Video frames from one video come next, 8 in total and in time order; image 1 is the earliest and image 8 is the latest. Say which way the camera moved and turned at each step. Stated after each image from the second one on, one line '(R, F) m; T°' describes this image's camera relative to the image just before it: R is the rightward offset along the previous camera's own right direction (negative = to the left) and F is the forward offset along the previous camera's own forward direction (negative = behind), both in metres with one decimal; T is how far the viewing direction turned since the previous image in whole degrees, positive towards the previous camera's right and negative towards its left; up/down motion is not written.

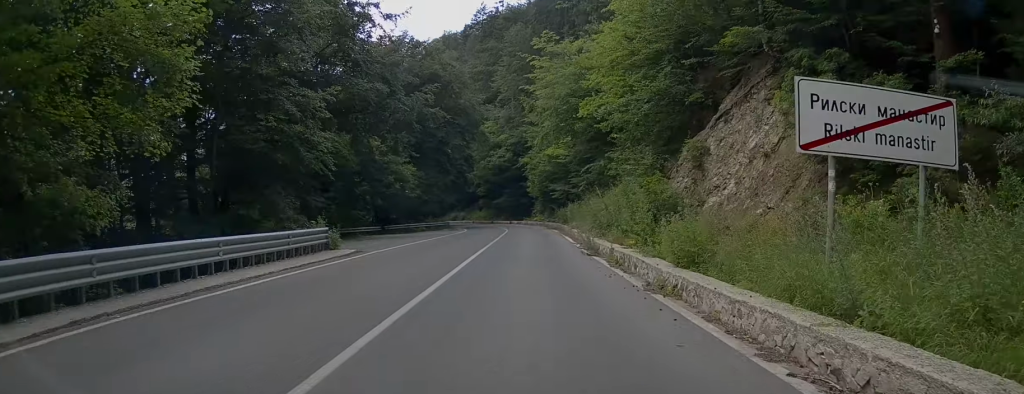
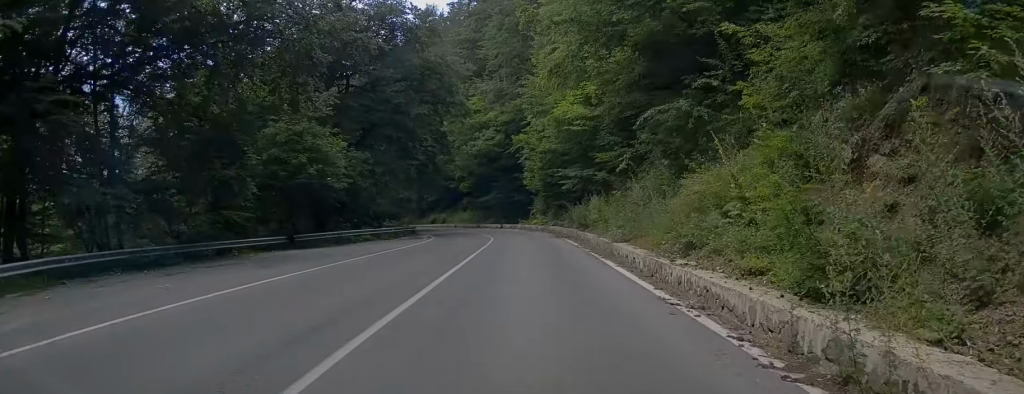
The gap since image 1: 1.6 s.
(-0.1, +21.0) m; -2°
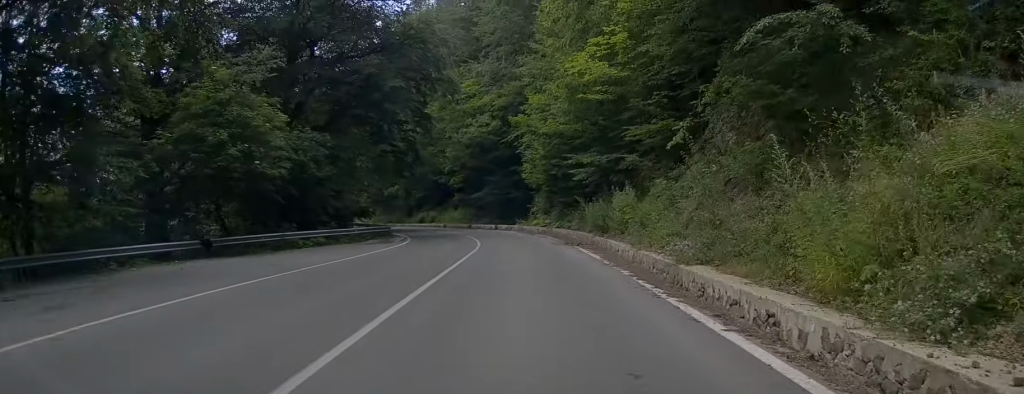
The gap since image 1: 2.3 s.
(-0.1, +9.0) m; -2°
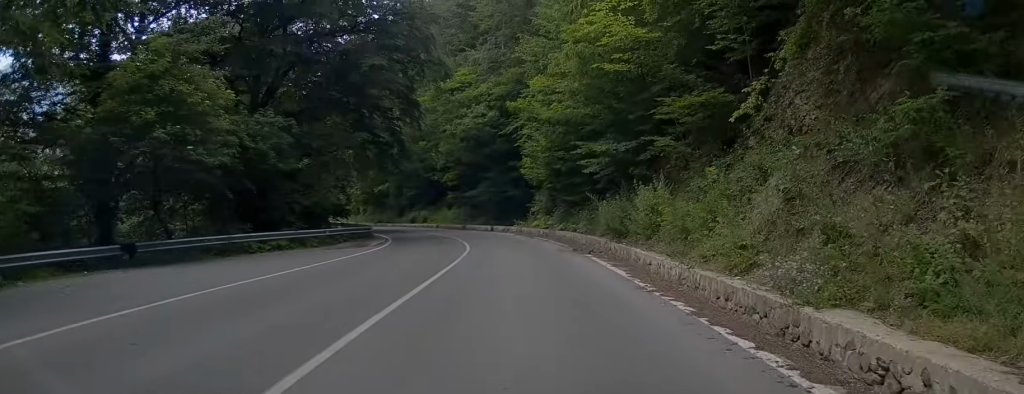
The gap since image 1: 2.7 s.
(-0.2, +5.1) m; -1°
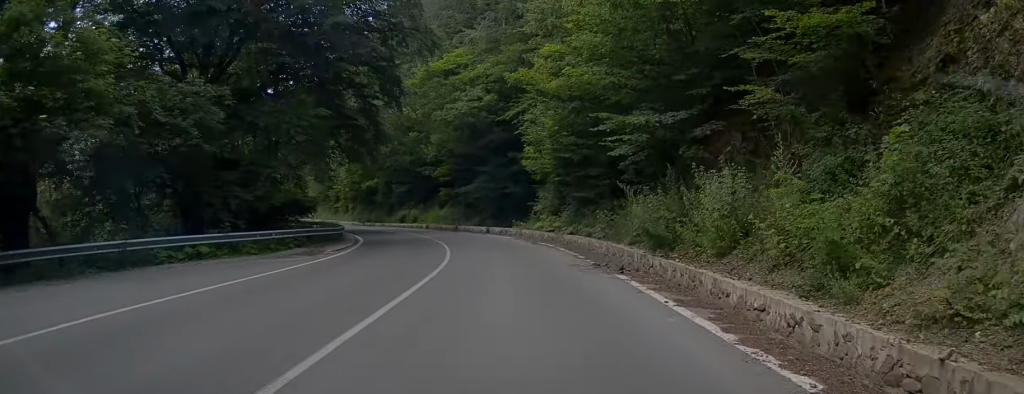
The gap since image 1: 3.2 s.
(-0.1, +6.9) m; -1°
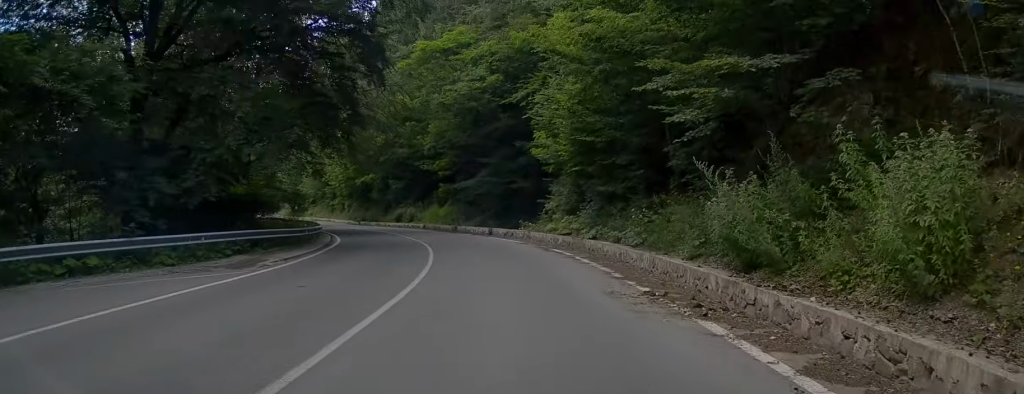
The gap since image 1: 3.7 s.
(+0.1, +6.0) m; 0°
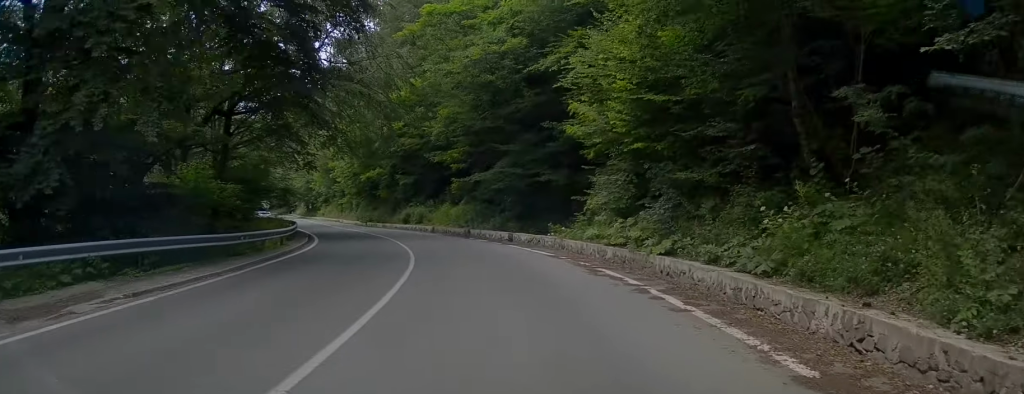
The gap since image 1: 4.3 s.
(0.0, +8.2) m; -2°
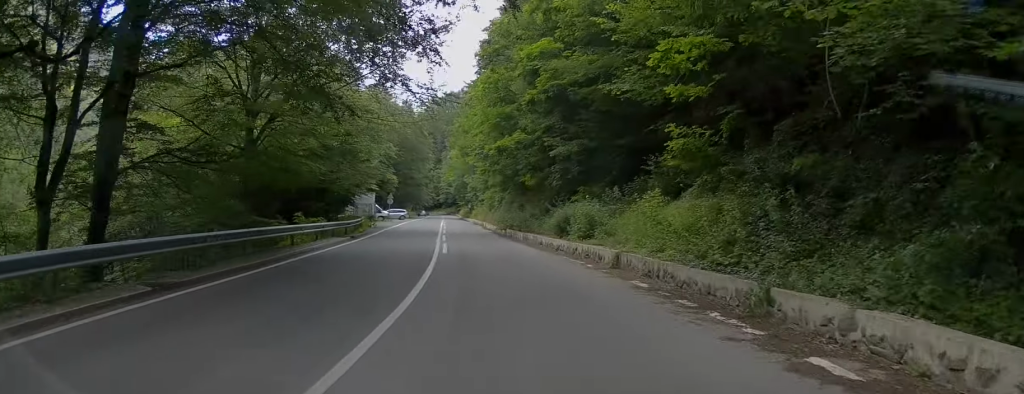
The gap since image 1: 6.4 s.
(-2.4, +26.4) m; -11°
